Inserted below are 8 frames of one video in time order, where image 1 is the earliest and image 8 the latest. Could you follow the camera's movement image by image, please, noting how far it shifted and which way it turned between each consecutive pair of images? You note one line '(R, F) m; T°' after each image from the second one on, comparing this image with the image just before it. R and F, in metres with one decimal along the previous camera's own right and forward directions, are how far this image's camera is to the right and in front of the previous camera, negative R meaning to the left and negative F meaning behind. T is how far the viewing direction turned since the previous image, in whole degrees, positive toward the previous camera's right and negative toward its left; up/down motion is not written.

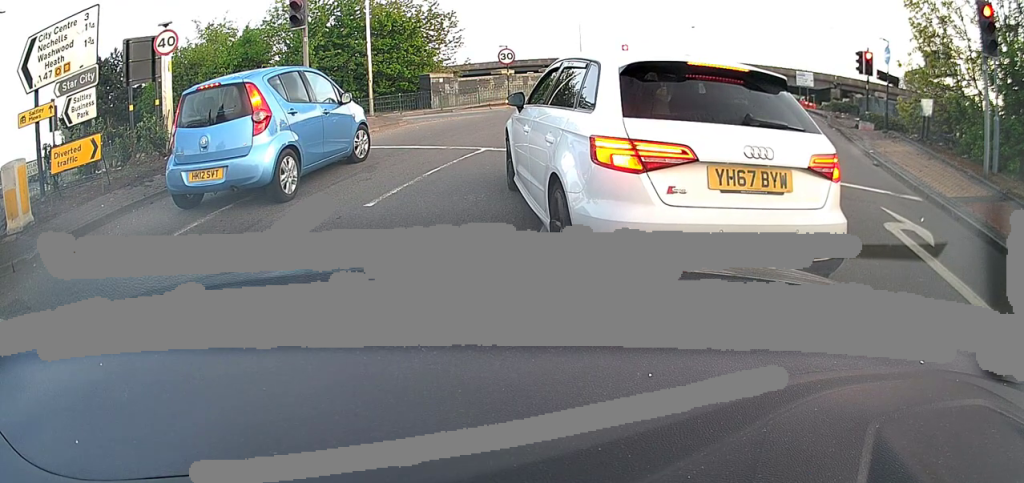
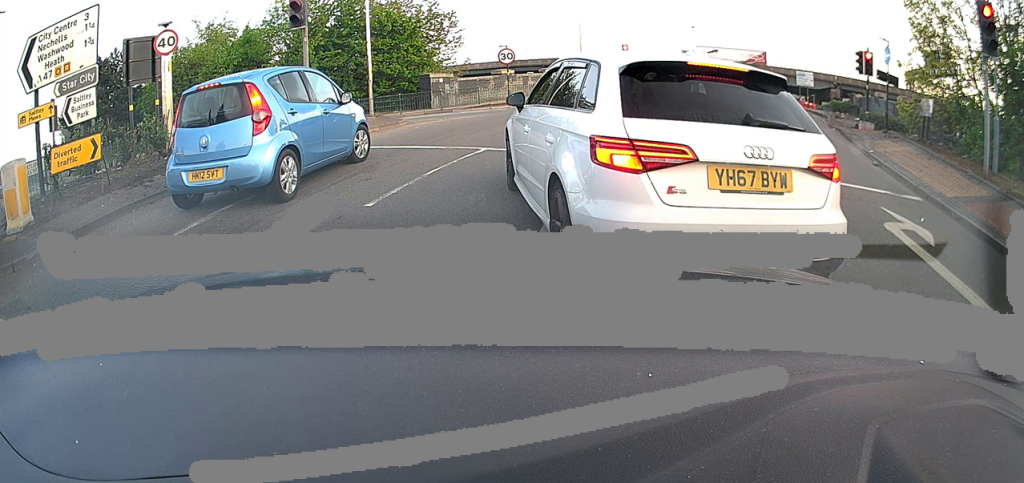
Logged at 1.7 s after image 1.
(0.0, 0.0) m; 0°
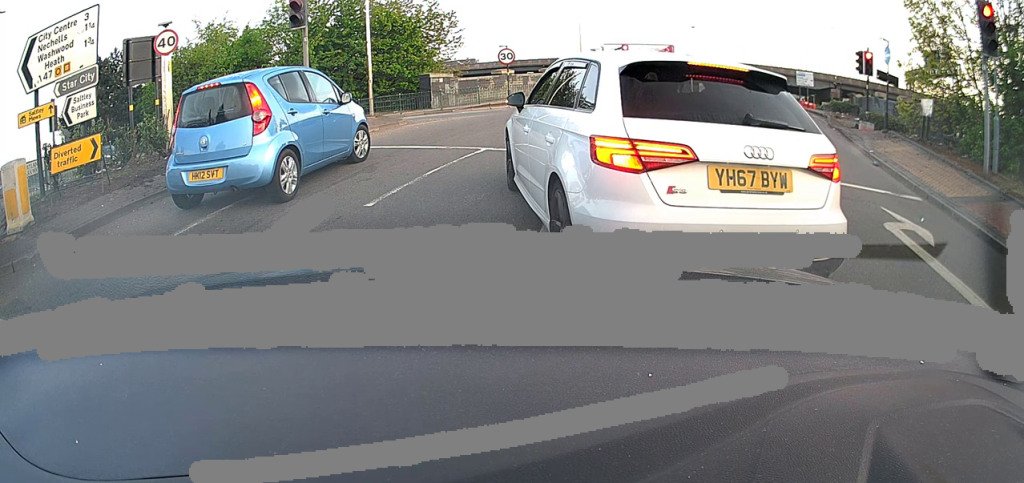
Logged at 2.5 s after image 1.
(0.0, 0.0) m; 0°
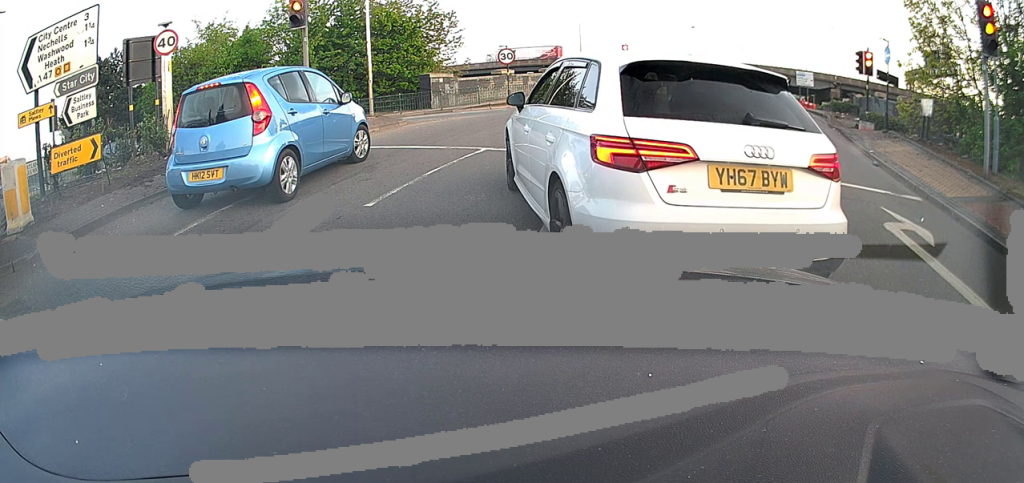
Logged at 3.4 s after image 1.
(0.0, 0.0) m; 0°
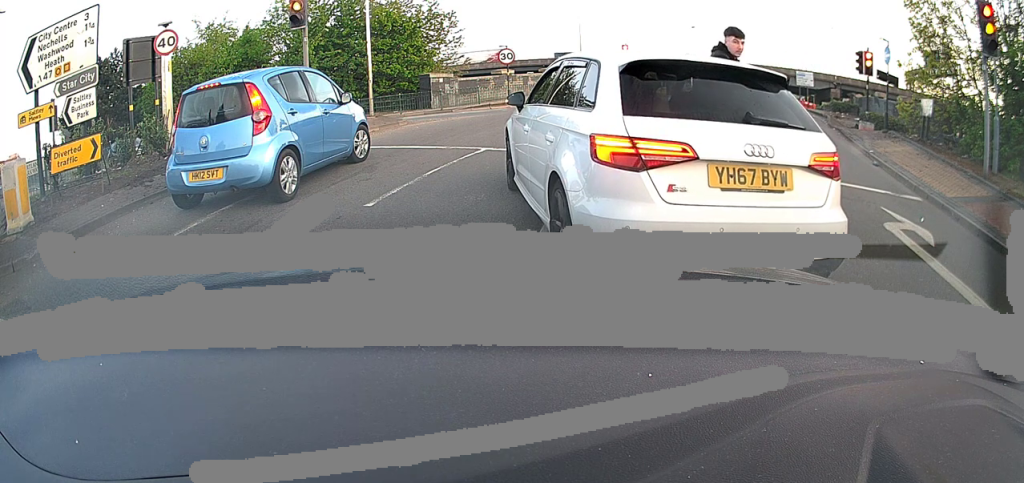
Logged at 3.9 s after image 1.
(0.0, 0.0) m; 0°
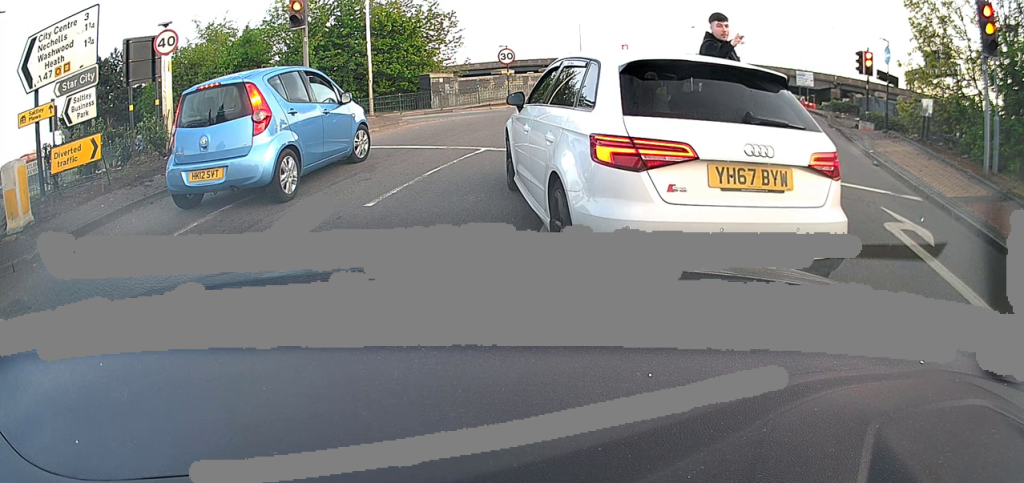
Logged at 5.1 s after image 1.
(0.0, 0.0) m; 0°
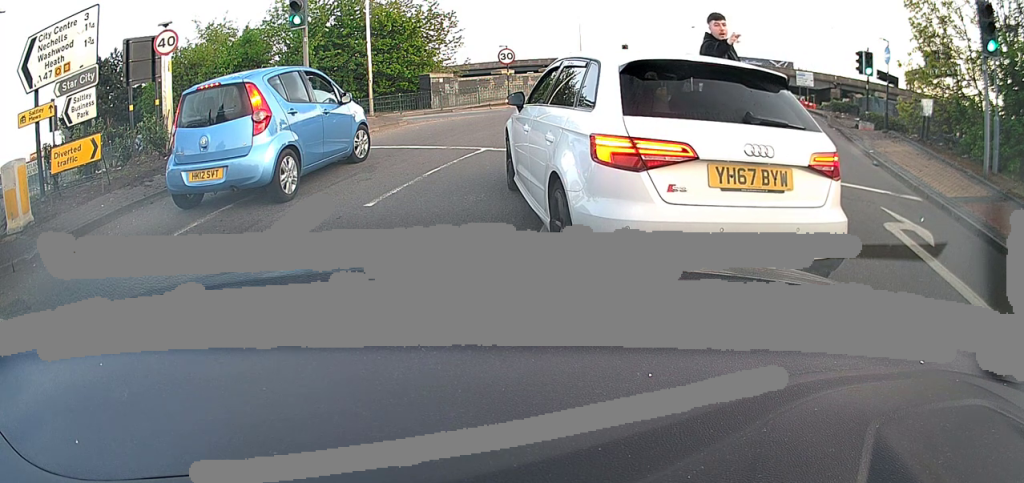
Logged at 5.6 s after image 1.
(0.0, 0.0) m; 0°
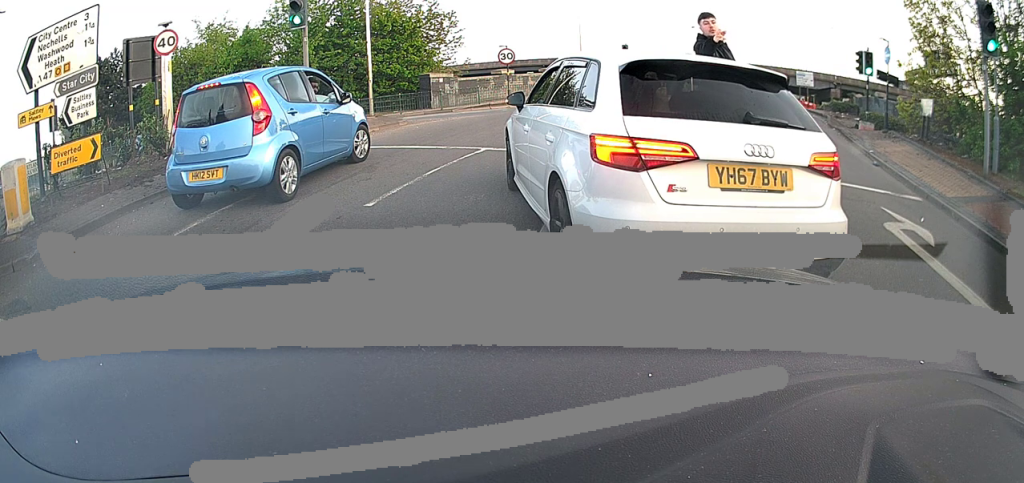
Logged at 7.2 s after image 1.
(0.0, 0.0) m; 0°
